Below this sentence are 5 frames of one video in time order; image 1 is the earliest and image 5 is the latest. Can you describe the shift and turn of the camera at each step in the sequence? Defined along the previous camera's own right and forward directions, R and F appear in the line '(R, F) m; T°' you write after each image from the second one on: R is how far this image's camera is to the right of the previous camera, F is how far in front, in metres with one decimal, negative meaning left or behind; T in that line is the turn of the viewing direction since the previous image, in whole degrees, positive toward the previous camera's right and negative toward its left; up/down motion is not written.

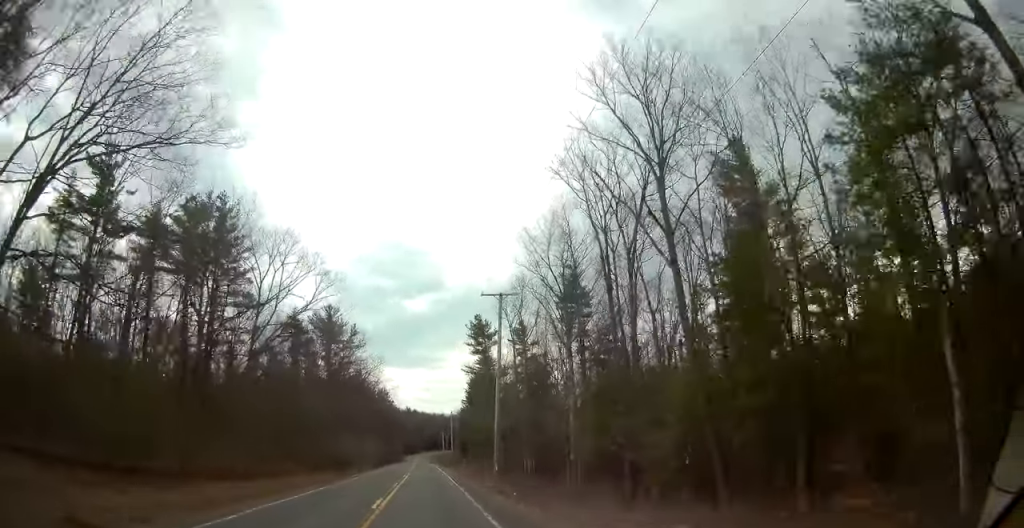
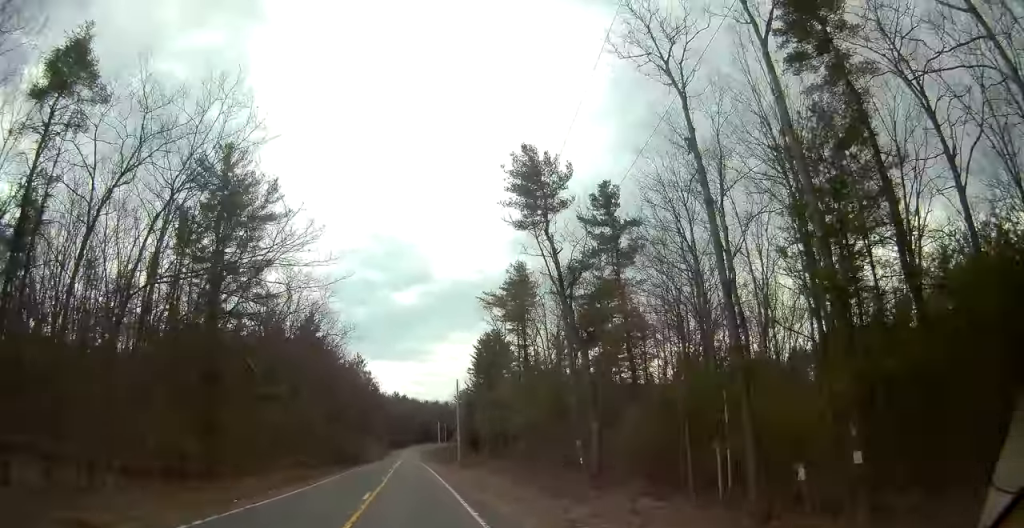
(+0.7, +46.2) m; +1°
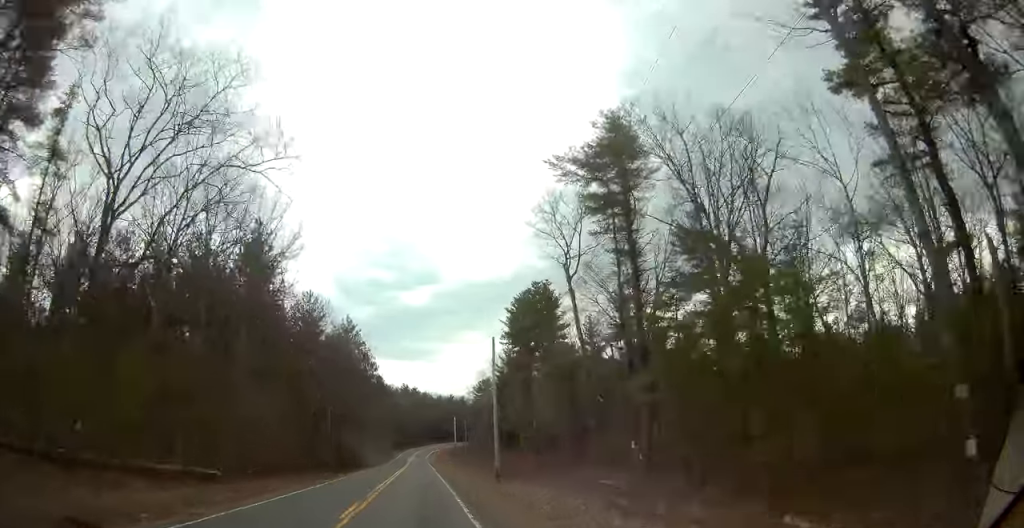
(-0.5, +30.3) m; -2°
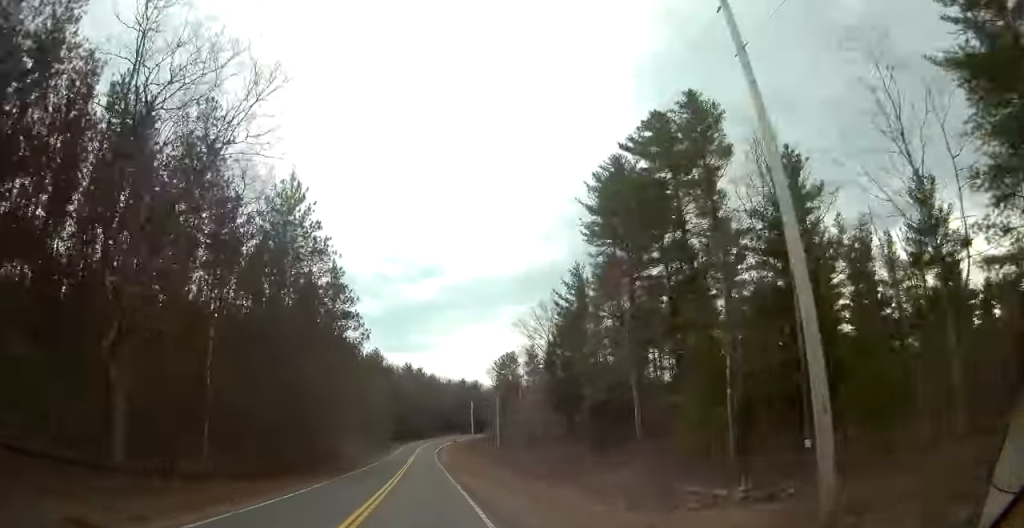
(-0.3, +40.5) m; 0°
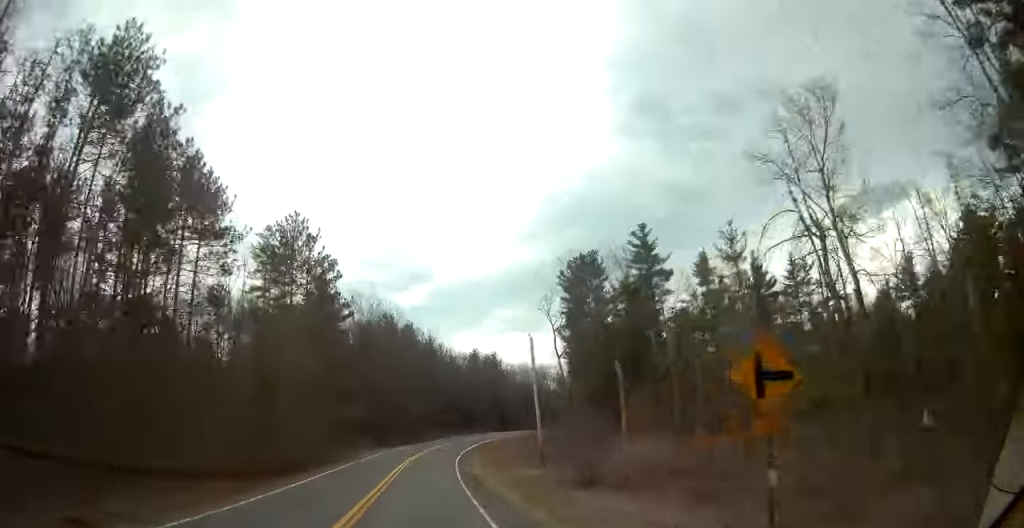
(+0.6, +75.2) m; +1°
